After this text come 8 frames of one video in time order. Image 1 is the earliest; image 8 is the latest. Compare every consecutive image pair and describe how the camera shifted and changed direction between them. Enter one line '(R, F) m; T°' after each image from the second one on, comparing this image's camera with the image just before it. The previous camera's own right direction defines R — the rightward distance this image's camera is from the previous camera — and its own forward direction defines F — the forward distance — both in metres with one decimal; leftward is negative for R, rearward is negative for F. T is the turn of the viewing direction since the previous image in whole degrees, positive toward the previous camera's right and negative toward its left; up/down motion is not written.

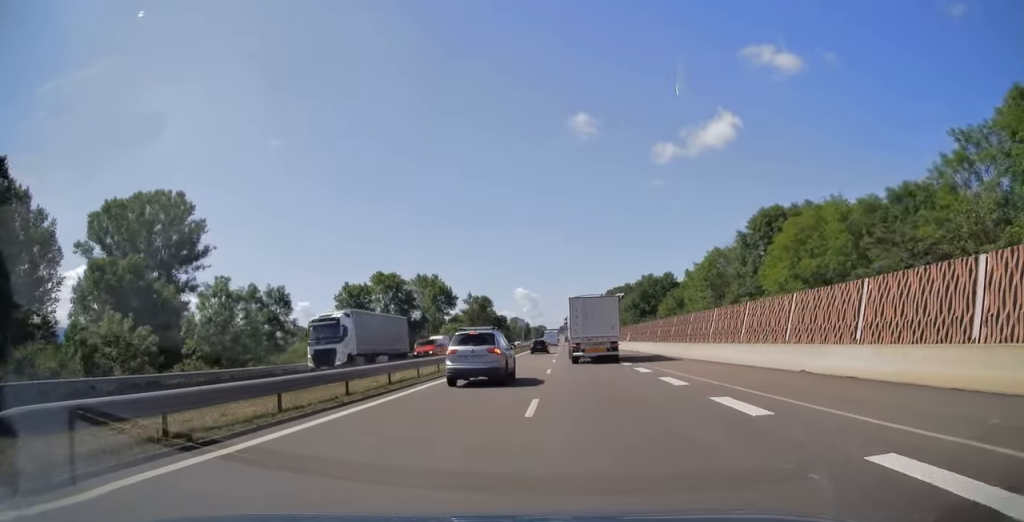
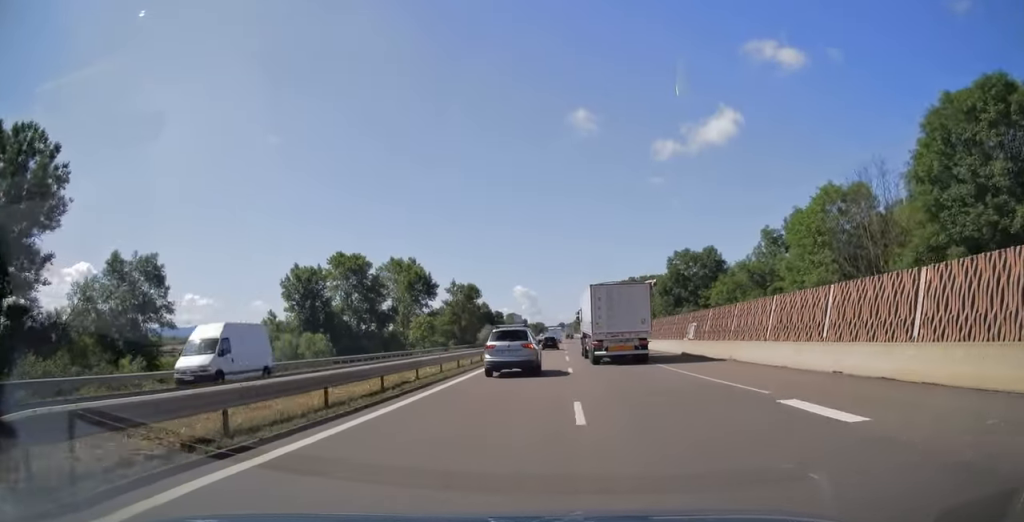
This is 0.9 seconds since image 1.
(-0.2, +27.3) m; 0°
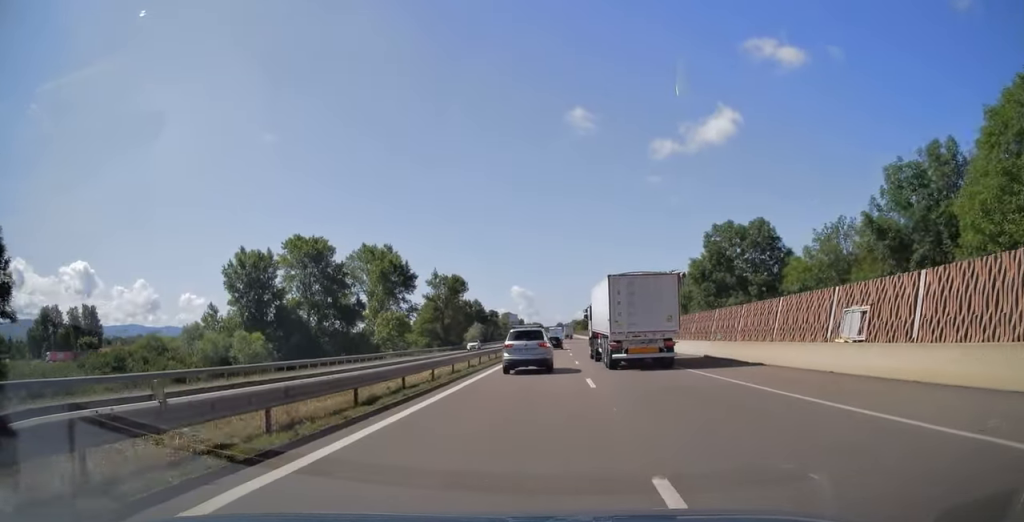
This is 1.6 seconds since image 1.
(0.0, +19.5) m; 0°
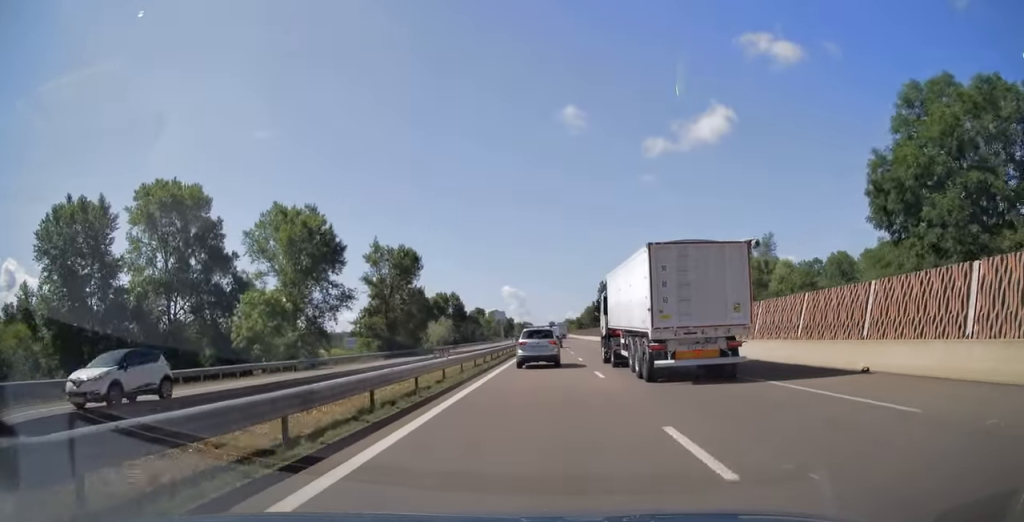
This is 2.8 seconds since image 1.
(+0.1, +36.6) m; 0°
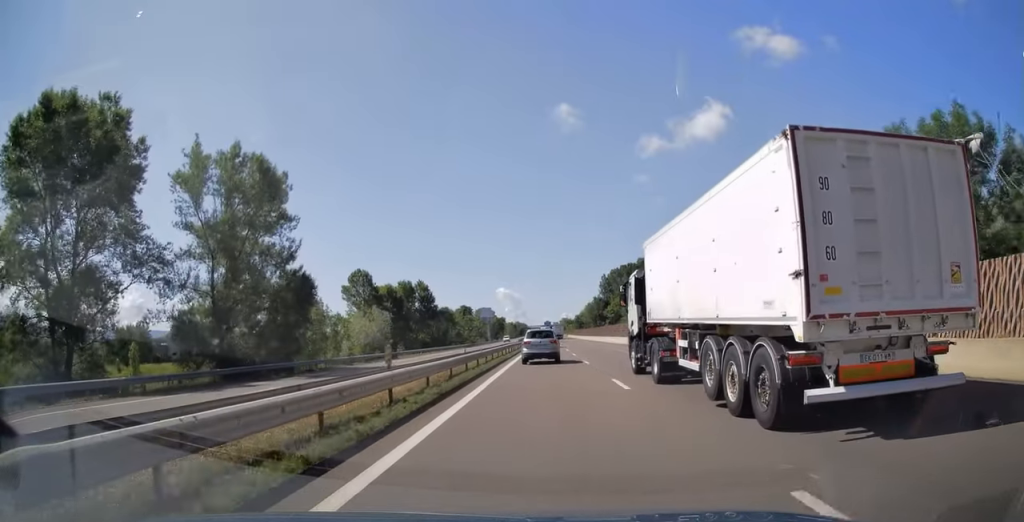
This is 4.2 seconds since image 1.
(+0.3, +43.4) m; +1°
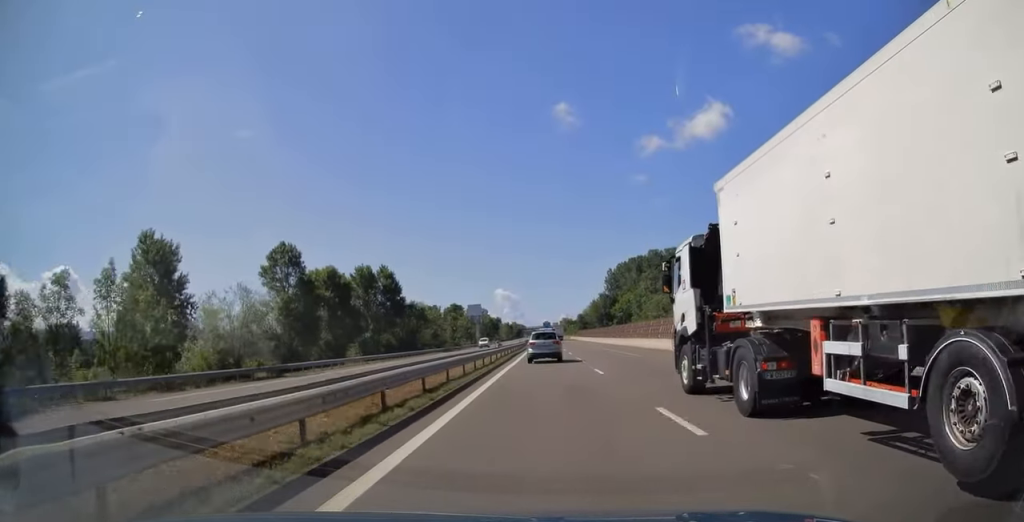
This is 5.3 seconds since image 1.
(+0.1, +33.0) m; 0°
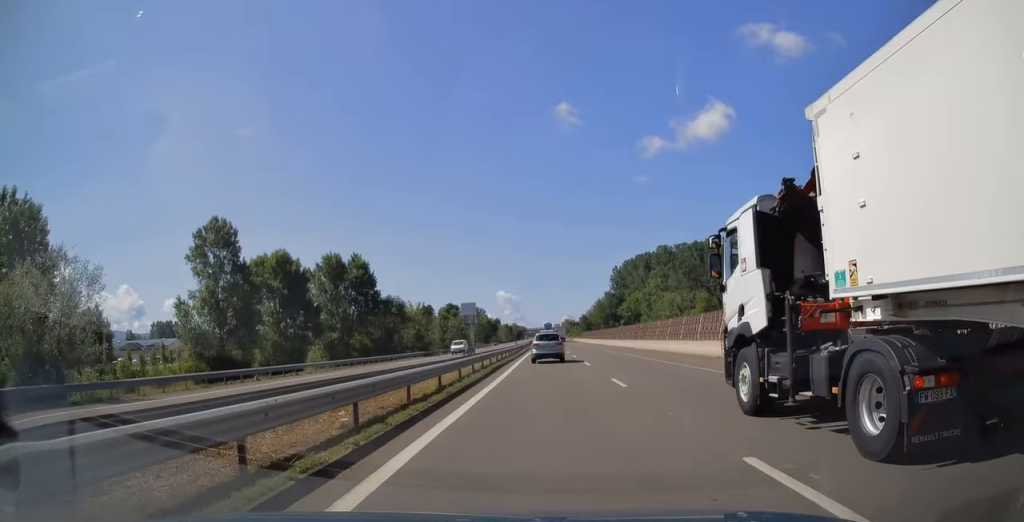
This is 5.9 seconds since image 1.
(0.0, +17.8) m; 0°
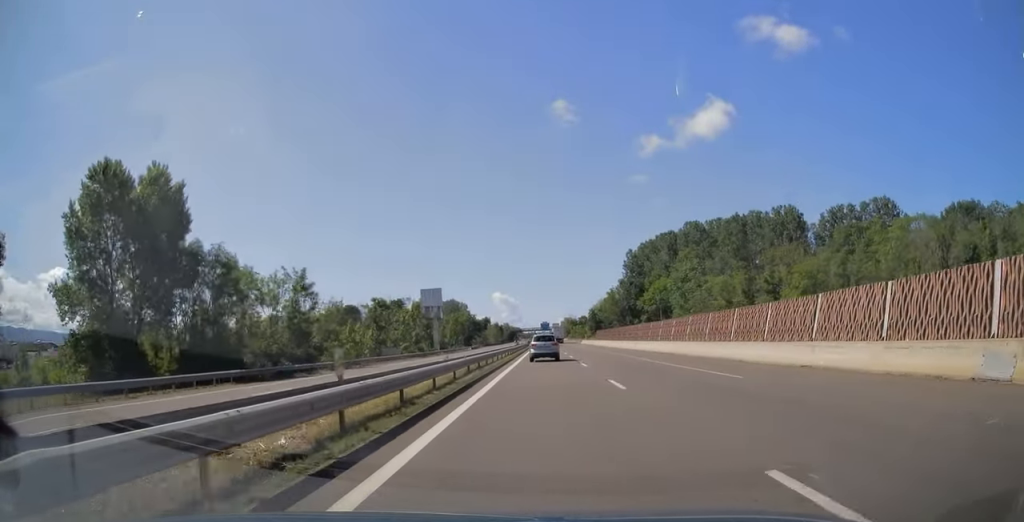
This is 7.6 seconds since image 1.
(+0.1, +52.5) m; 0°
